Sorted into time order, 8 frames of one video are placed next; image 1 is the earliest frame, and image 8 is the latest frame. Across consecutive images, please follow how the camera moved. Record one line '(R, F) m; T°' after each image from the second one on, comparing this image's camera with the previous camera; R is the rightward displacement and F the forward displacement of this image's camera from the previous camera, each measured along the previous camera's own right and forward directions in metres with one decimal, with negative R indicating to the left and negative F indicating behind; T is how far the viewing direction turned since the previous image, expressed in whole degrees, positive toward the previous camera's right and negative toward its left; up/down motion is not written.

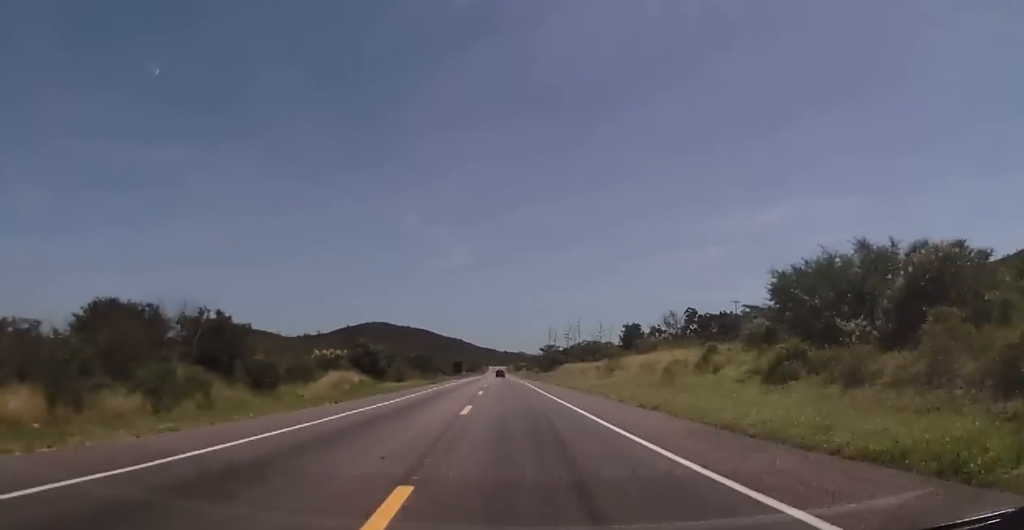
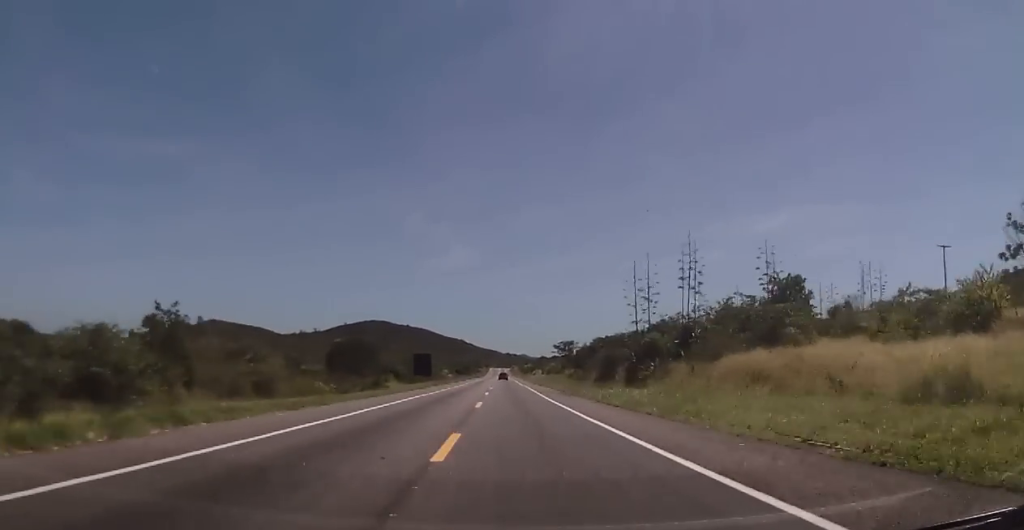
(+0.7, +74.8) m; +1°
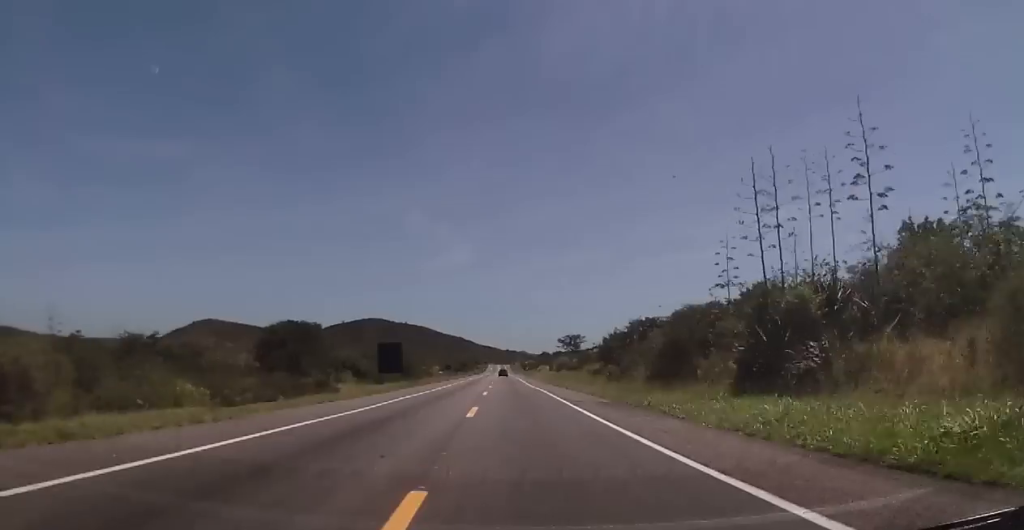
(+0.2, +23.7) m; 0°
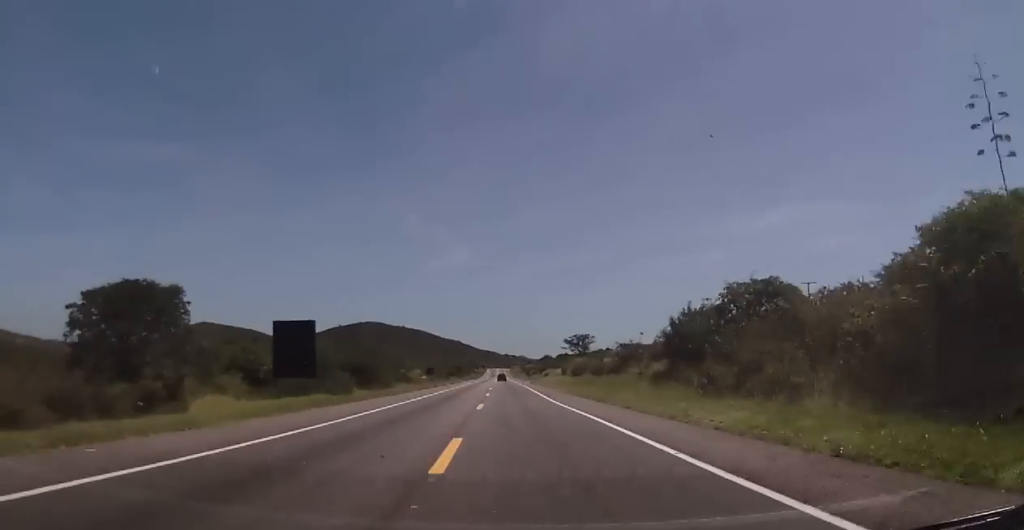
(-0.3, +26.6) m; 0°
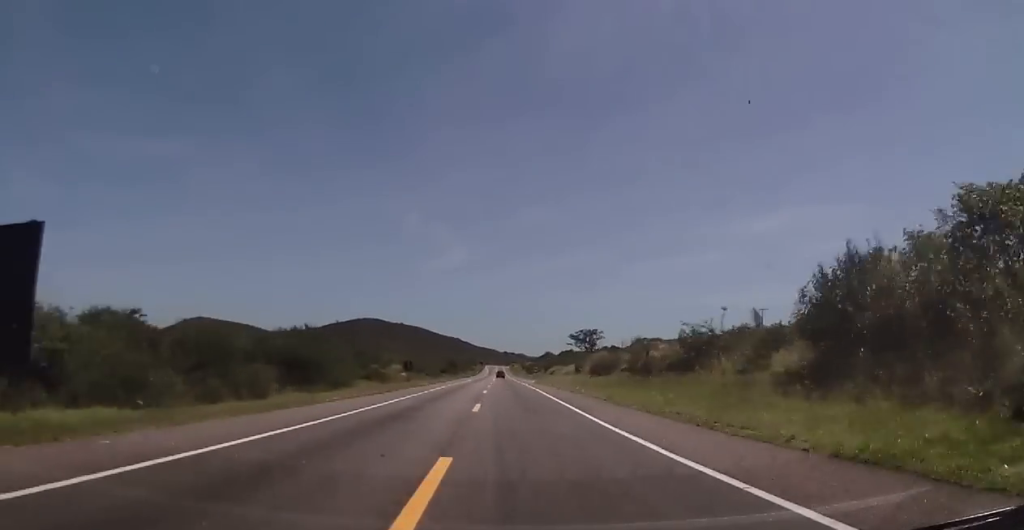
(-0.1, +19.6) m; 0°
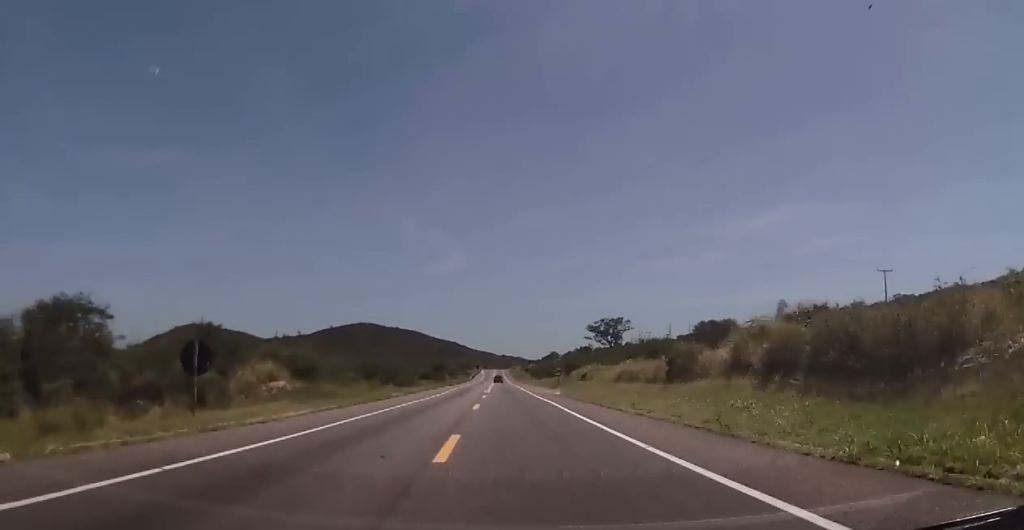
(+0.2, +44.8) m; 0°
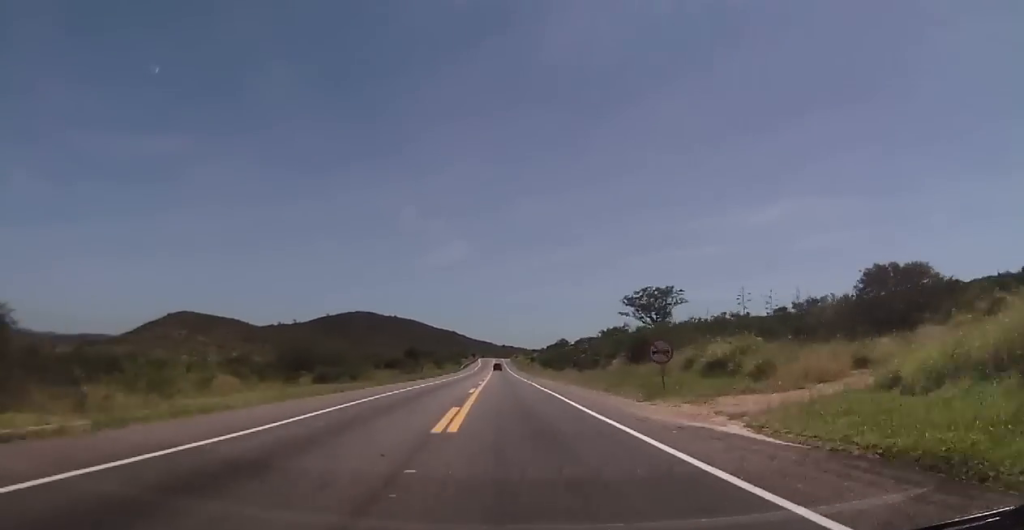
(-0.2, +45.1) m; 0°
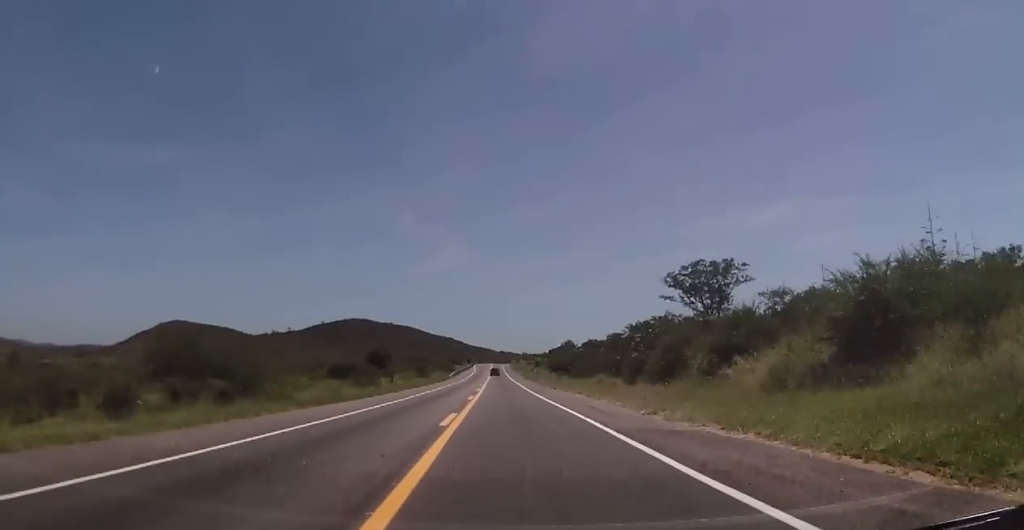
(-0.1, +31.0) m; 0°
